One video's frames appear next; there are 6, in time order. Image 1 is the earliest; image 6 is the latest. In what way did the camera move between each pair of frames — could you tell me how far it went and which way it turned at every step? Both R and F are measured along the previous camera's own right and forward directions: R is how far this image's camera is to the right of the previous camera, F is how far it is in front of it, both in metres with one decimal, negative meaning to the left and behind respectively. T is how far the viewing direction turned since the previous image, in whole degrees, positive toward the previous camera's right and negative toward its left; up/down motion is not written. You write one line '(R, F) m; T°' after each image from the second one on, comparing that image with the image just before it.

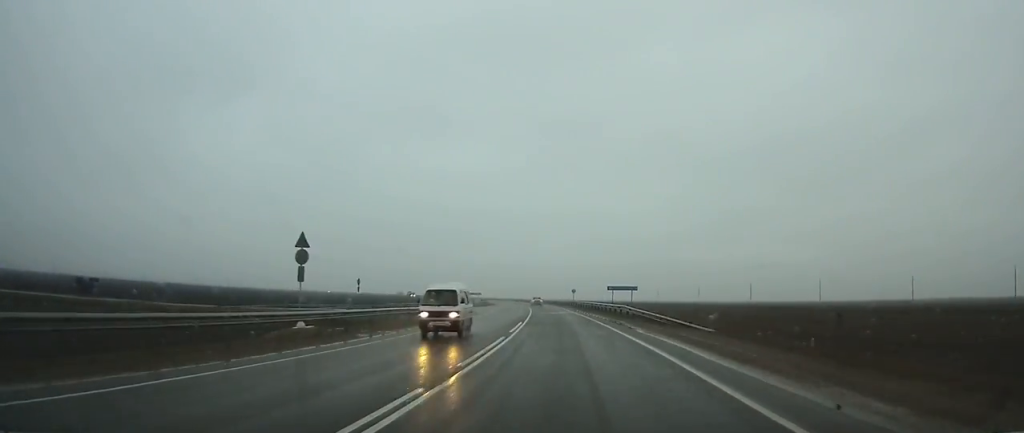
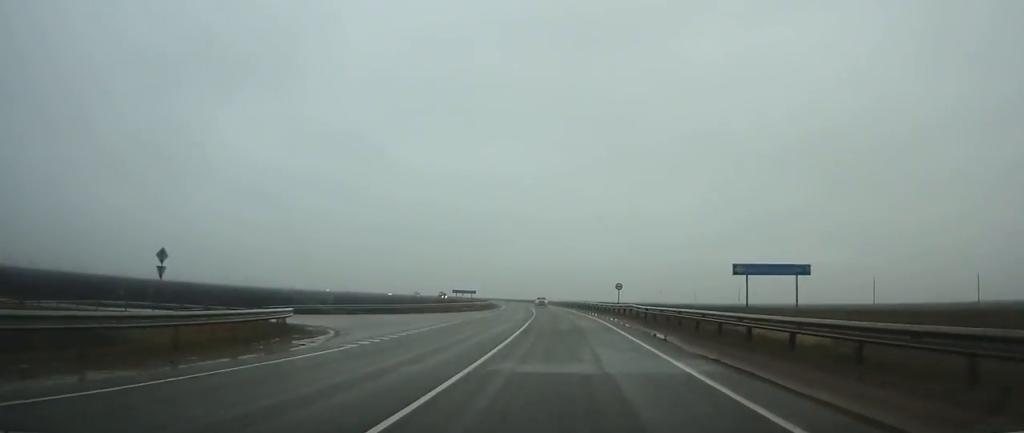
(-0.9, +41.6) m; -2°
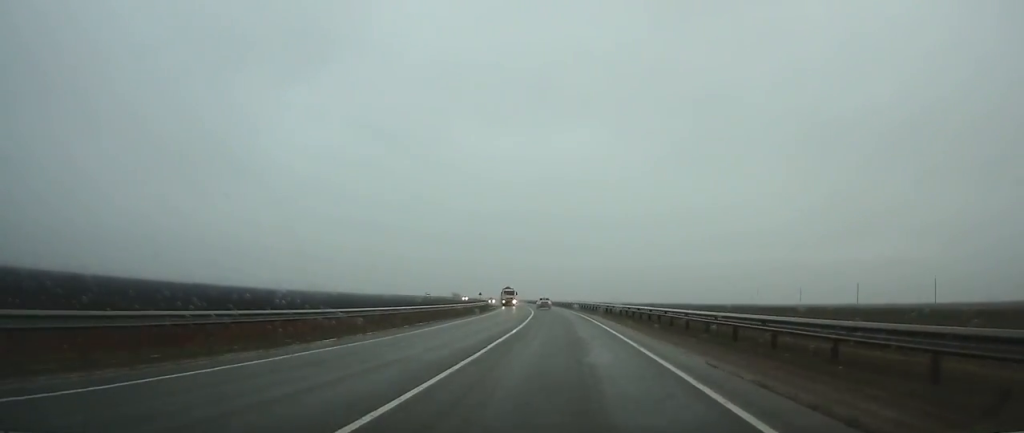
(-6.7, +110.1) m; -7°
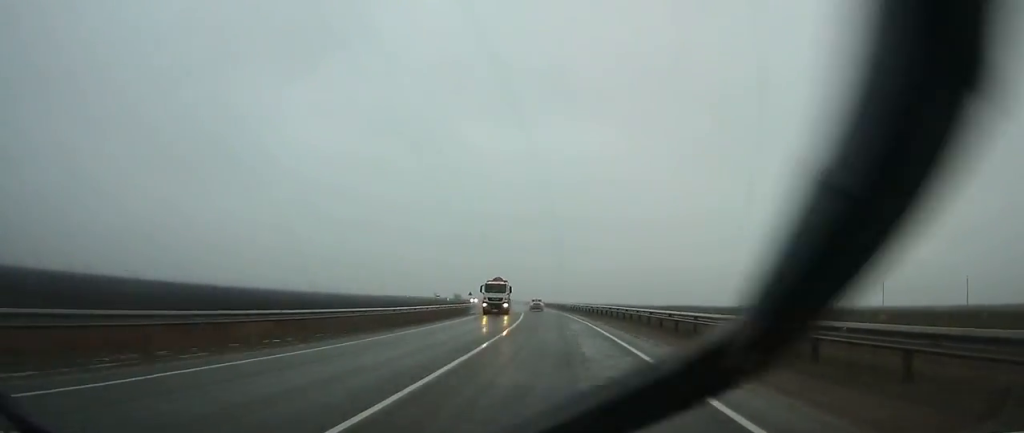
(-0.3, +26.7) m; -2°
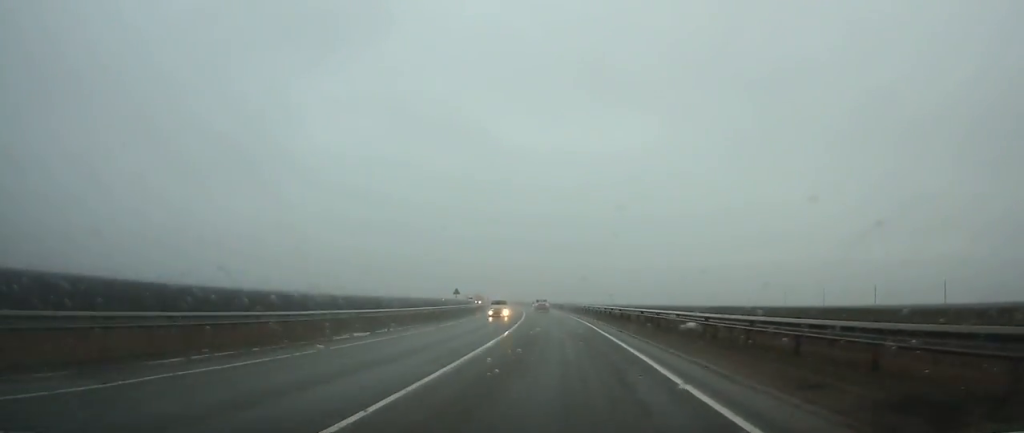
(-1.3, +40.8) m; -3°
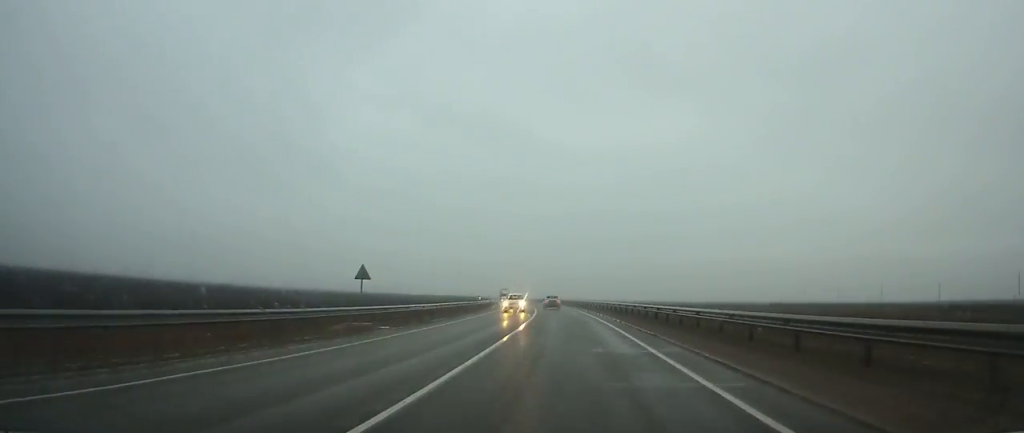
(-1.3, +40.9) m; -3°
